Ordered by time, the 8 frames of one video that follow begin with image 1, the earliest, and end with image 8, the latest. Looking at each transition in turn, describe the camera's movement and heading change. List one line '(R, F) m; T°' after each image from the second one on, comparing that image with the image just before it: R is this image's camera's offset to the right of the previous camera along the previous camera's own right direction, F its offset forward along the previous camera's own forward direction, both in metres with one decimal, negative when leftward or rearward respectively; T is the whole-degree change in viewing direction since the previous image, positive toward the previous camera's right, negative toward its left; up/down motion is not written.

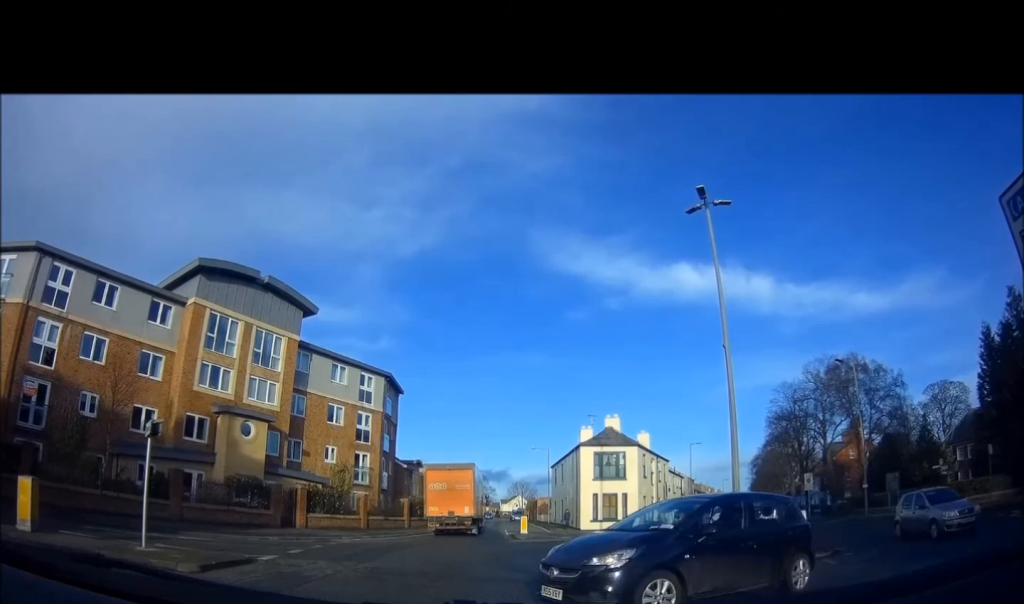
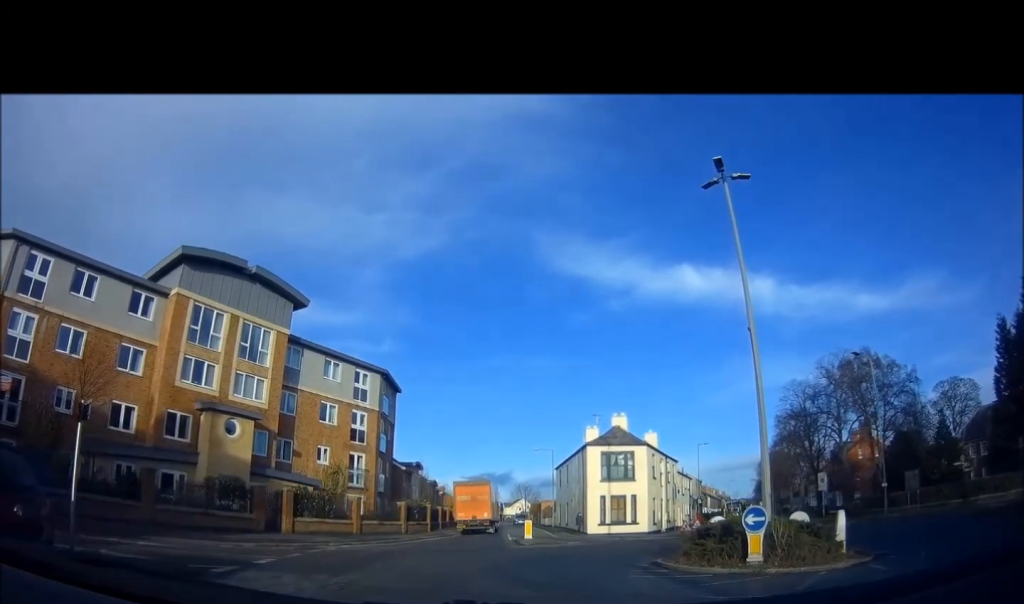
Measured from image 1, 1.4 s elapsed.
(0.0, +1.5) m; 0°
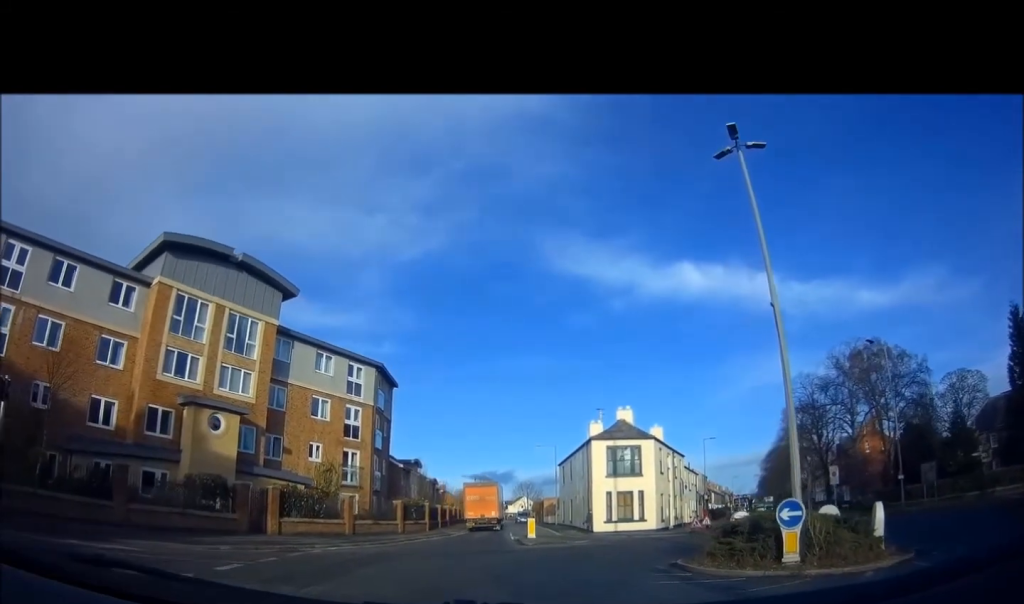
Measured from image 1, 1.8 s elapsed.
(0.0, +1.1) m; -1°
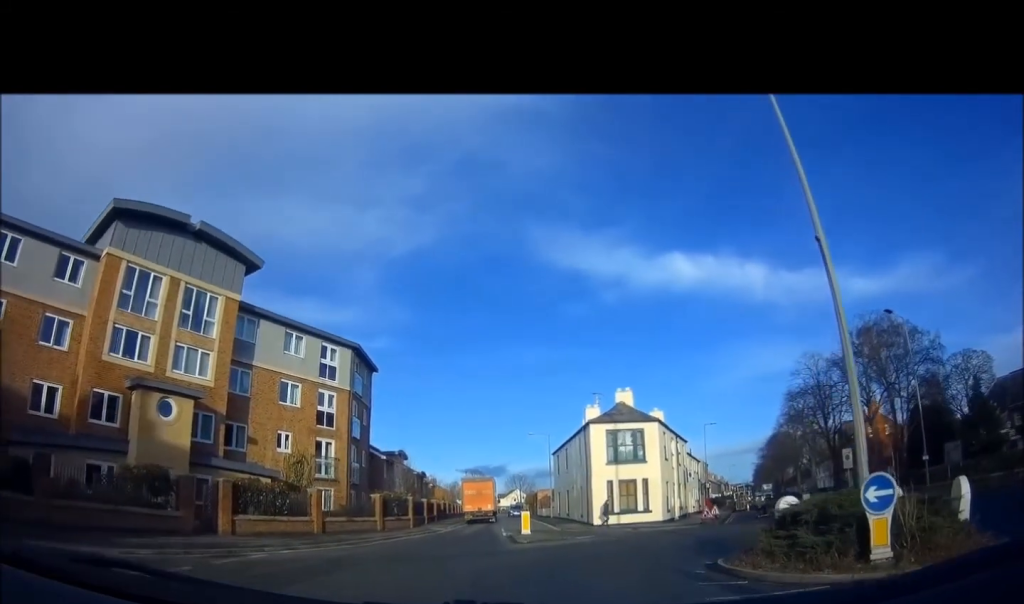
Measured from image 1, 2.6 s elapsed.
(-0.1, +2.8) m; +1°
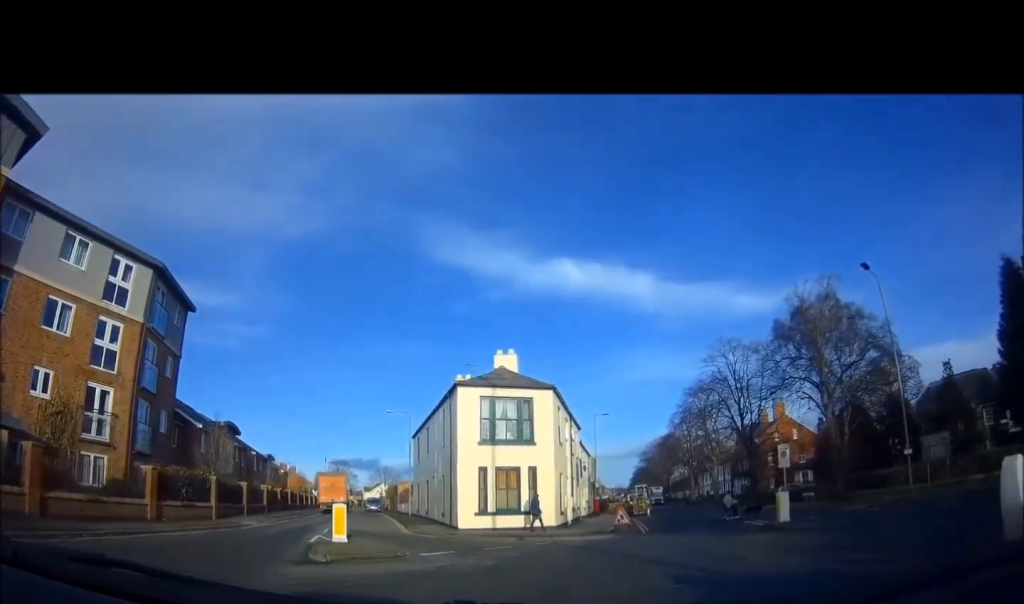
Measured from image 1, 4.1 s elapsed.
(+0.7, +8.0) m; +15°
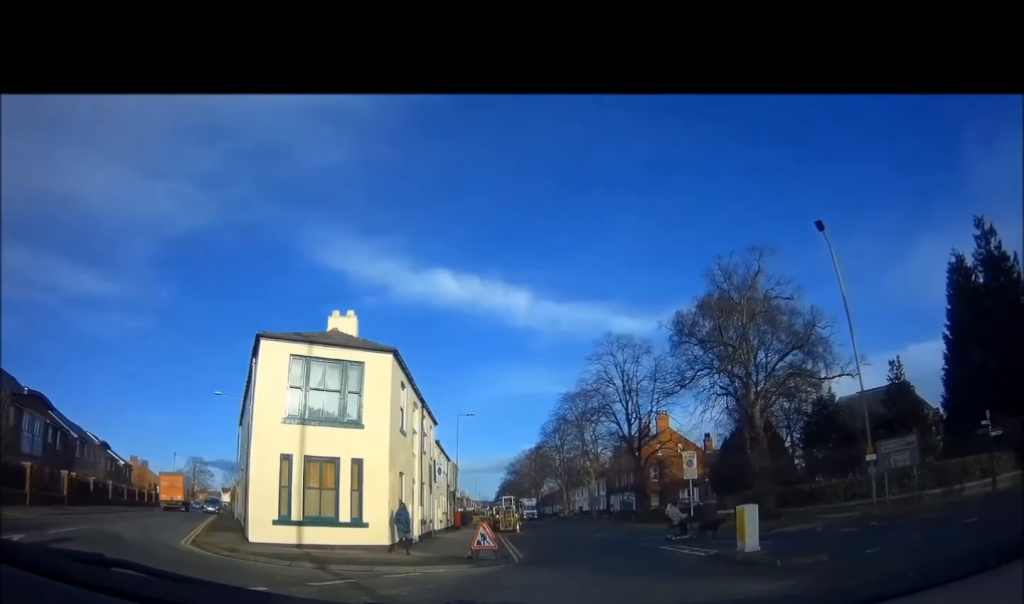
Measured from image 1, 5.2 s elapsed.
(+0.9, +6.6) m; +12°
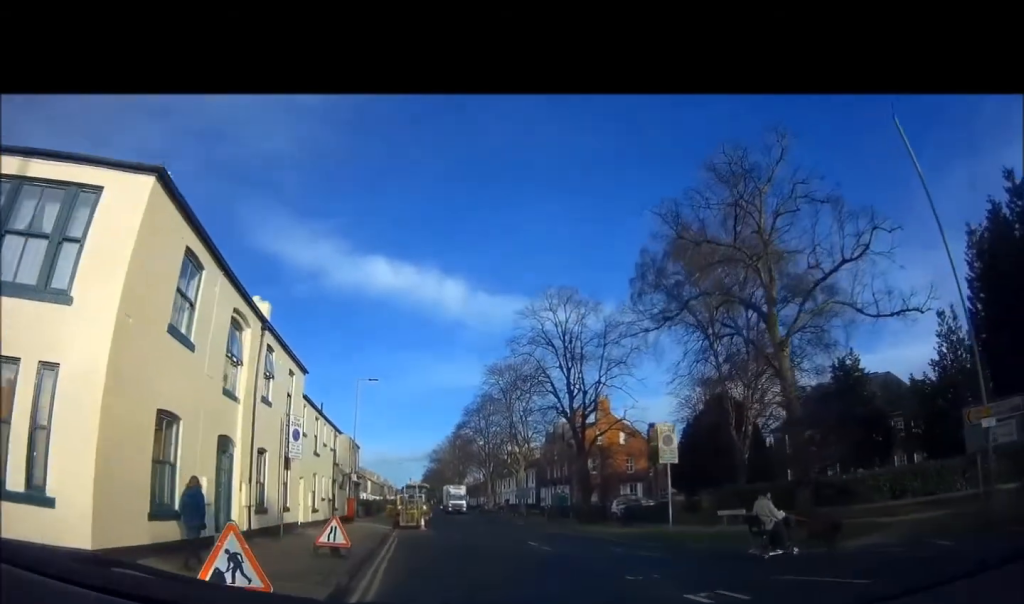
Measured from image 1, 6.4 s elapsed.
(+0.5, +8.6) m; +3°
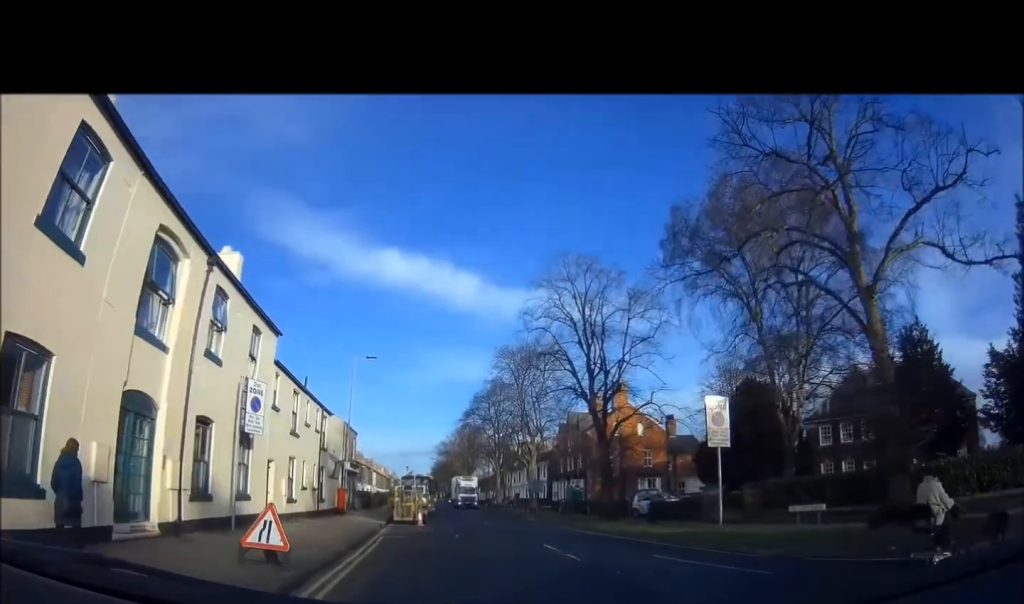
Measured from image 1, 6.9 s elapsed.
(0.0, +3.7) m; 0°
